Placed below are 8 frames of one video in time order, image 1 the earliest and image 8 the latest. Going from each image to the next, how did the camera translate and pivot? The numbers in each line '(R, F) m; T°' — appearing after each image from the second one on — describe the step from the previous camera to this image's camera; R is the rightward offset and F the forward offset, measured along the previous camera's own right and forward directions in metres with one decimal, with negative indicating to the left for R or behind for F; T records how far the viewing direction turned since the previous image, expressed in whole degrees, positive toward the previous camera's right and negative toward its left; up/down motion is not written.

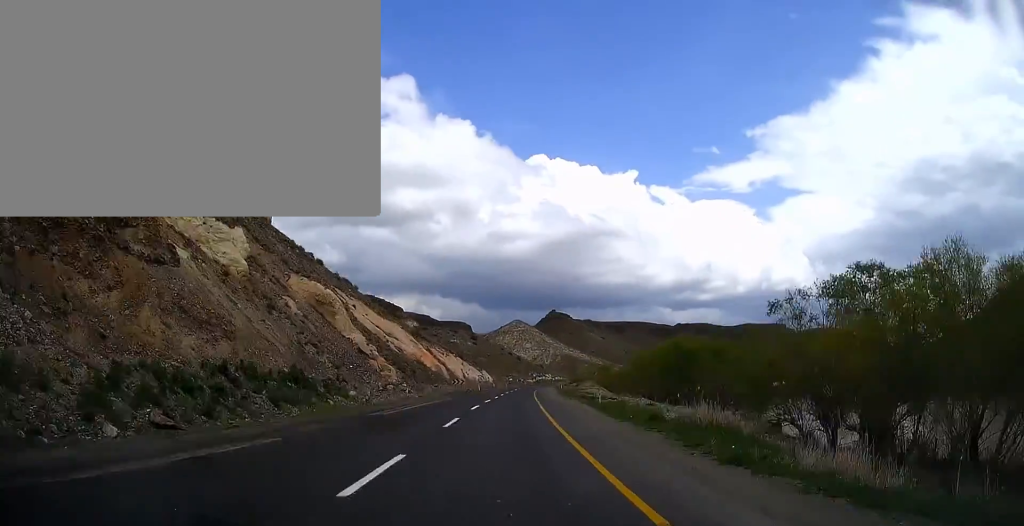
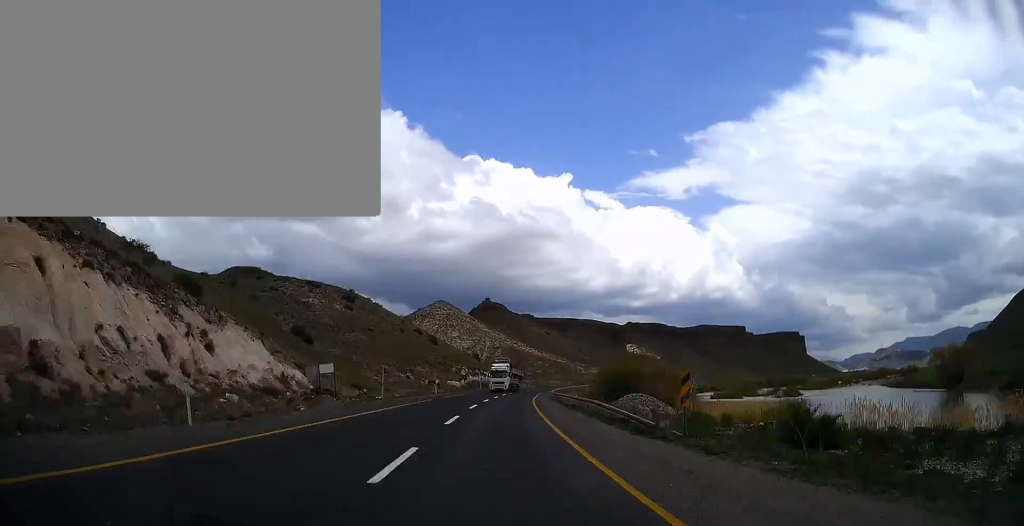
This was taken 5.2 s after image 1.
(+5.0, +126.2) m; +8°
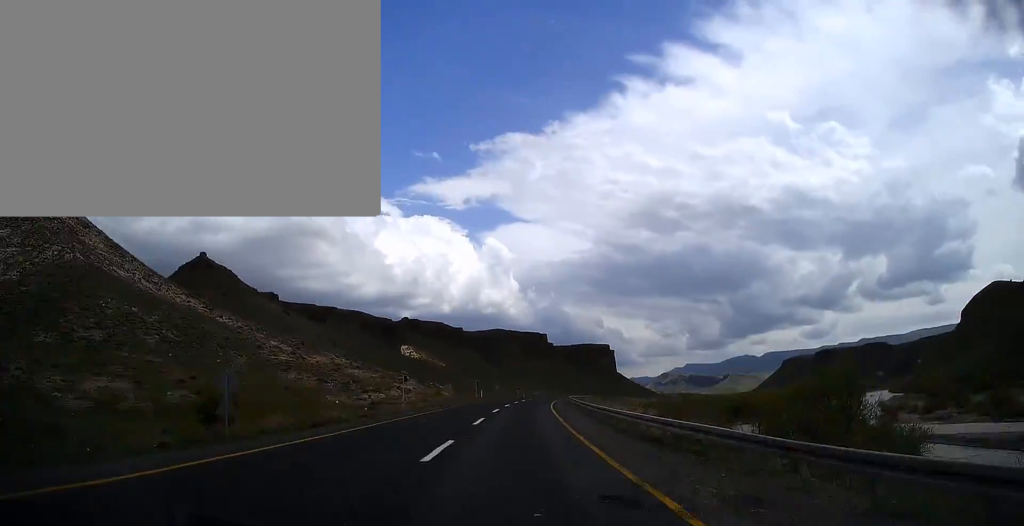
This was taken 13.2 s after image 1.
(+29.4, +180.3) m; +16°
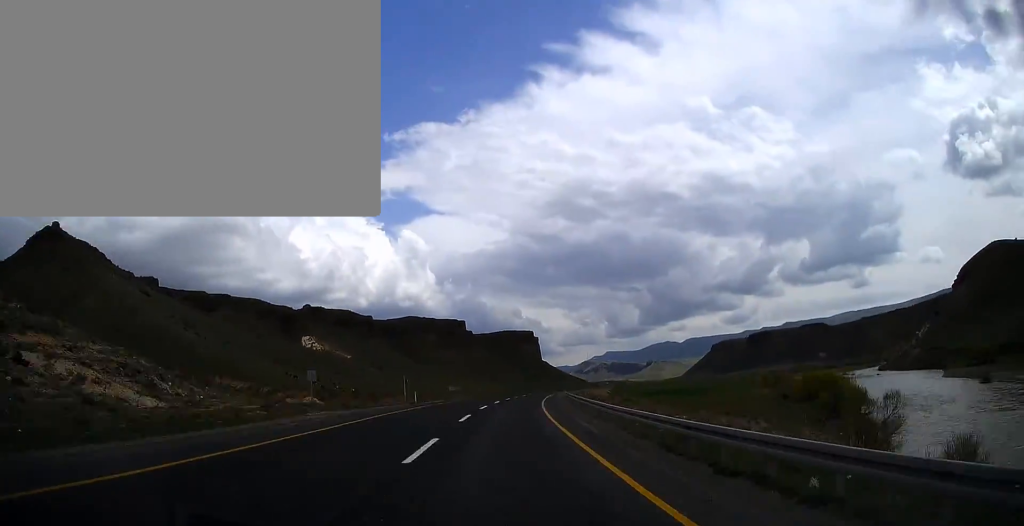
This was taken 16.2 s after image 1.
(+2.9, +64.8) m; +5°
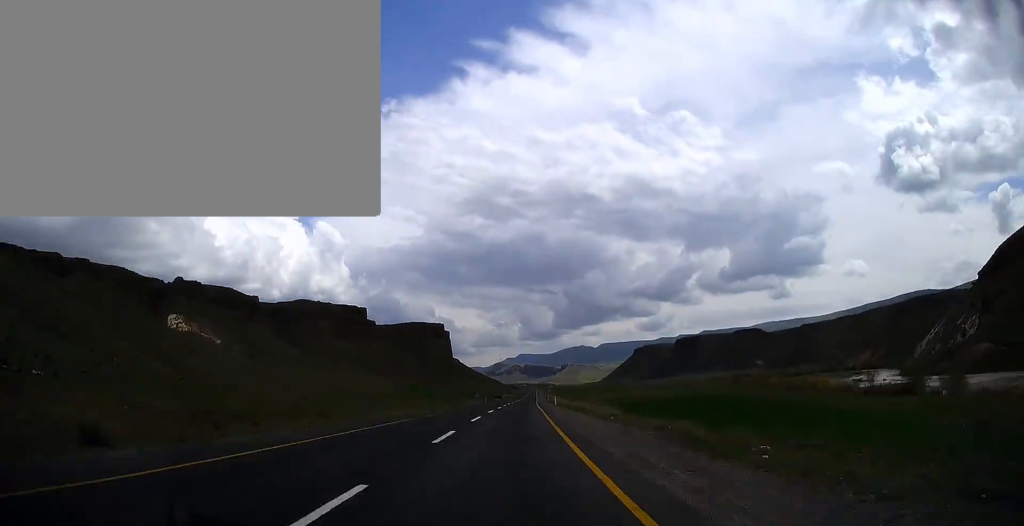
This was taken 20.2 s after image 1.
(+5.4, +75.6) m; +6°
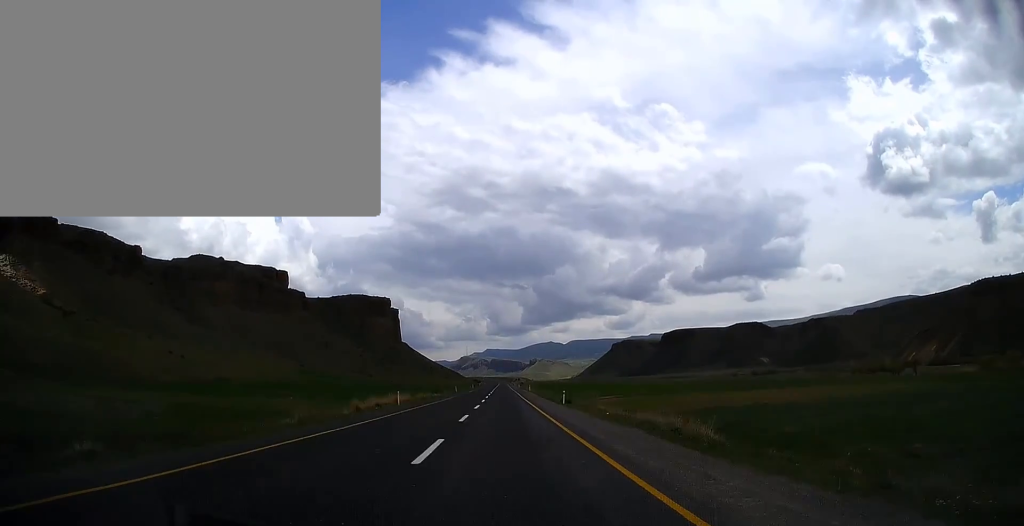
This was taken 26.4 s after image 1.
(+14.4, +173.9) m; +6°
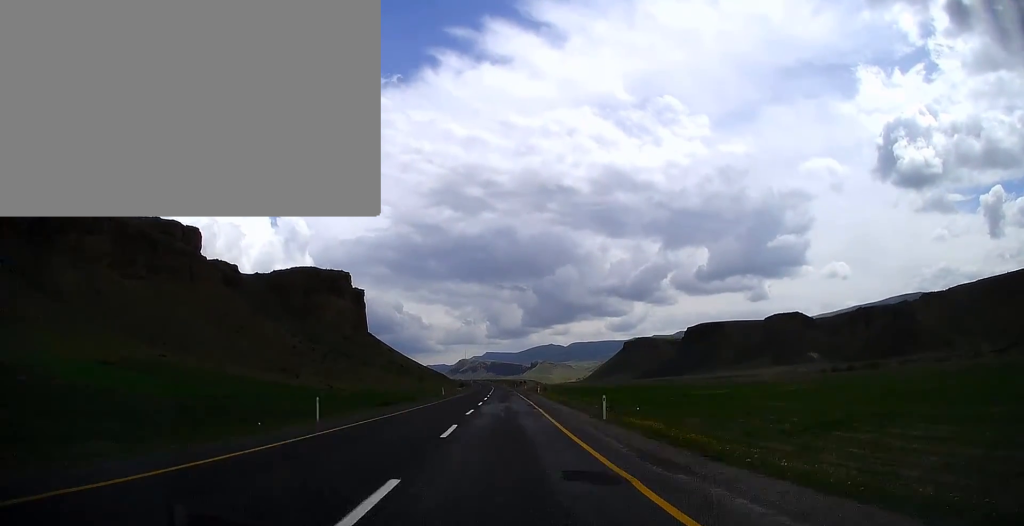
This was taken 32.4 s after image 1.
(+5.3, +243.1) m; +1°
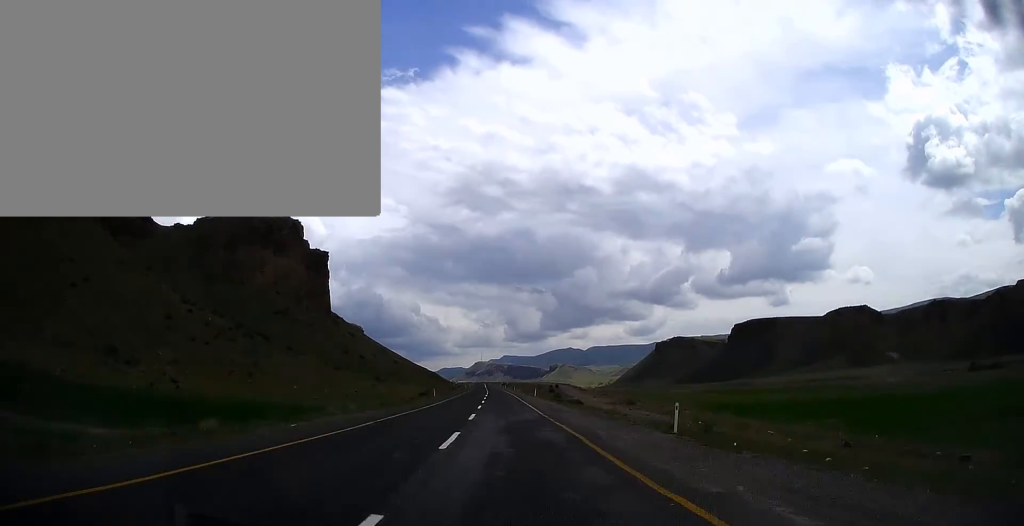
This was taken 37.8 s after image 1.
(-1.5, +218.5) m; -1°
